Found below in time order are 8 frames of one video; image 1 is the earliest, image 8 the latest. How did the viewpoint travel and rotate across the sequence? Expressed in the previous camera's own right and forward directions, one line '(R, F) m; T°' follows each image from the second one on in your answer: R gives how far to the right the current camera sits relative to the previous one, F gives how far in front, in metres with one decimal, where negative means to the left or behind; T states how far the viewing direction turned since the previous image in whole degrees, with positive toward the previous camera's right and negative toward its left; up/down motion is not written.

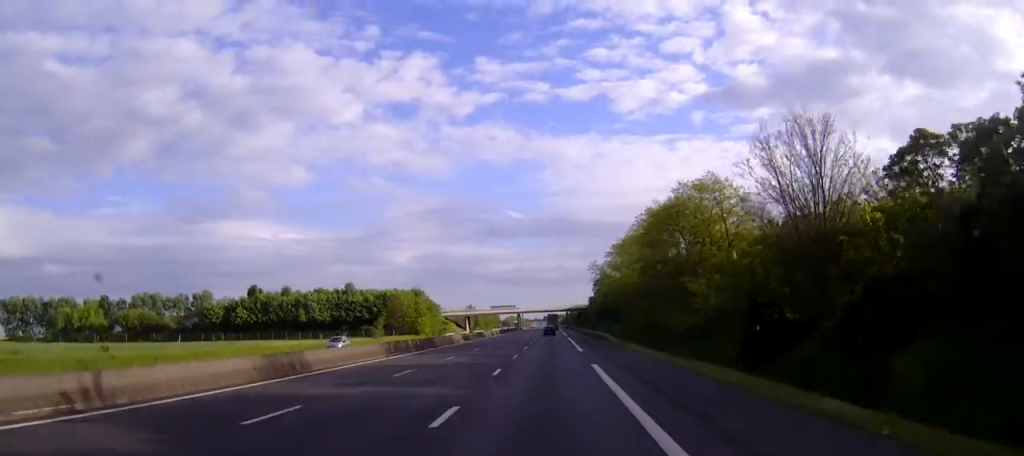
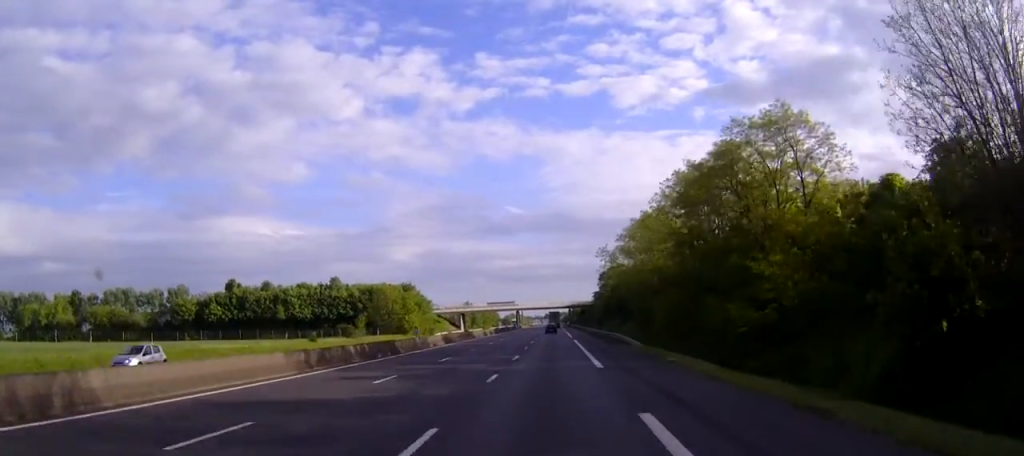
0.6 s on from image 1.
(-0.1, +16.0) m; 0°
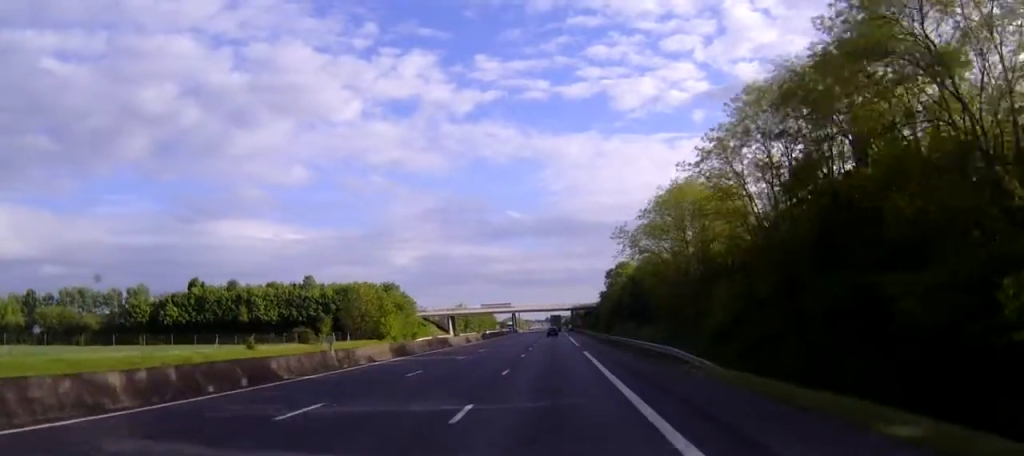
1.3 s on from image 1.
(-0.1, +21.9) m; 0°
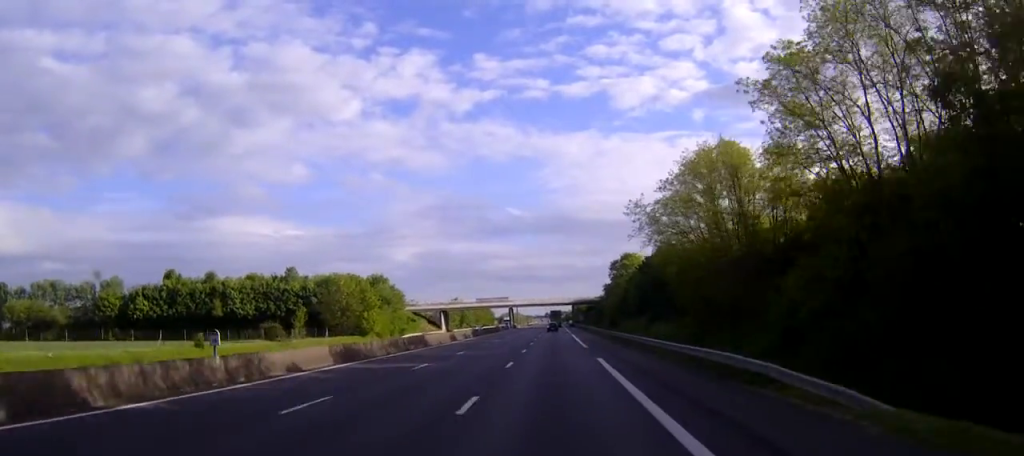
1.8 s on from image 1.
(0.0, +12.4) m; 0°
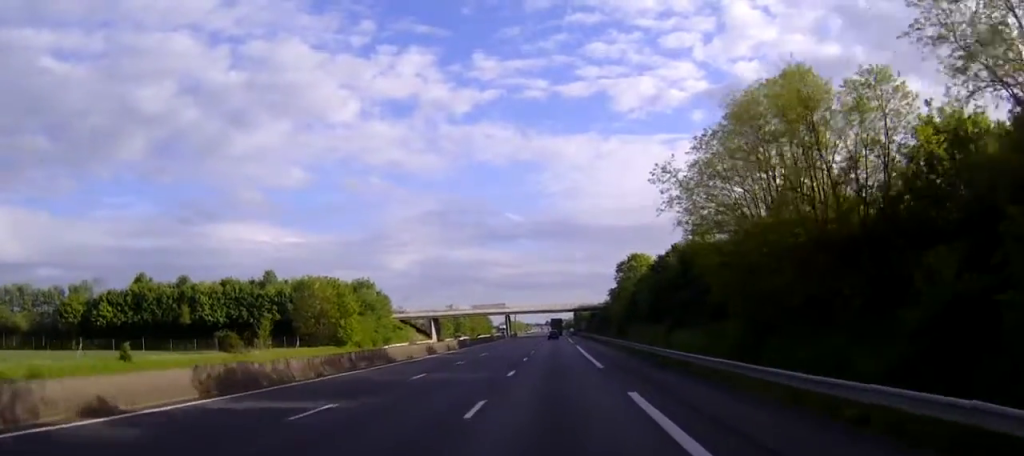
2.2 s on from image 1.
(0.0, +13.5) m; 0°
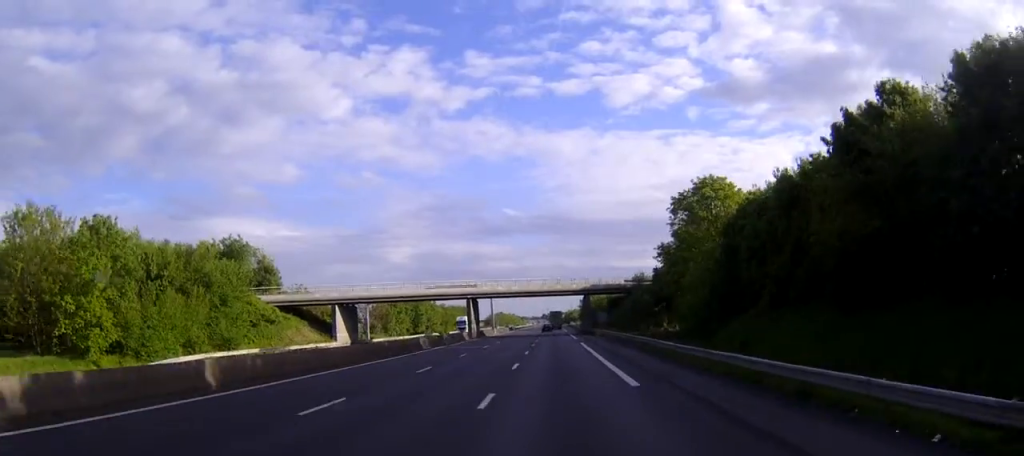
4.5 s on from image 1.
(+0.4, +64.6) m; +1°
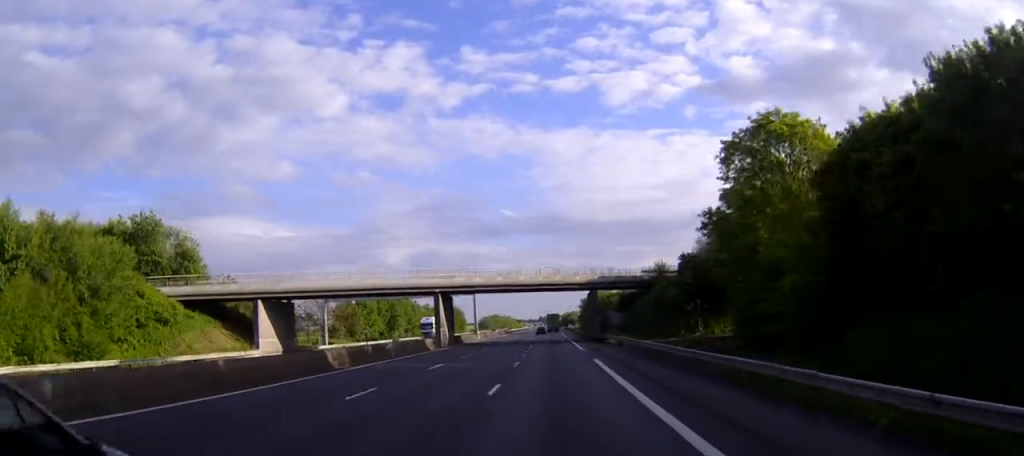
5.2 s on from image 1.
(0.0, +22.3) m; 0°
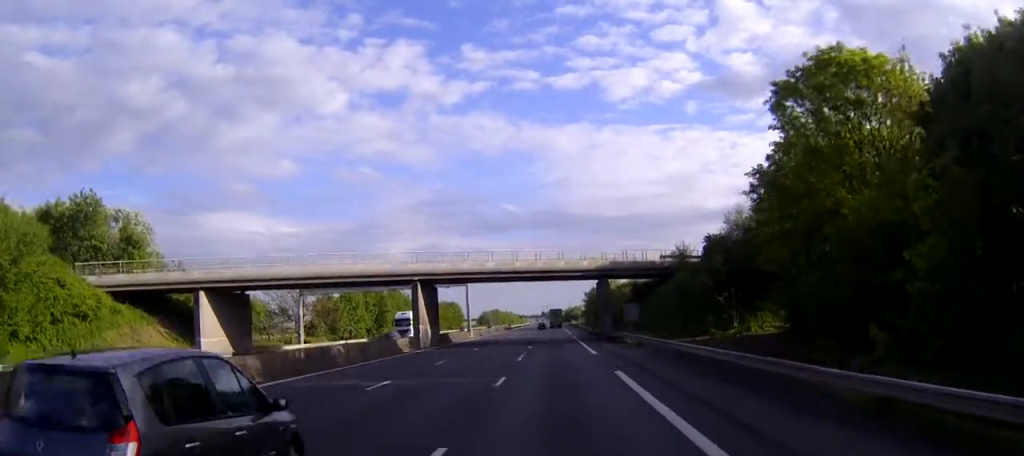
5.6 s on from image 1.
(0.0, +11.7) m; 0°
